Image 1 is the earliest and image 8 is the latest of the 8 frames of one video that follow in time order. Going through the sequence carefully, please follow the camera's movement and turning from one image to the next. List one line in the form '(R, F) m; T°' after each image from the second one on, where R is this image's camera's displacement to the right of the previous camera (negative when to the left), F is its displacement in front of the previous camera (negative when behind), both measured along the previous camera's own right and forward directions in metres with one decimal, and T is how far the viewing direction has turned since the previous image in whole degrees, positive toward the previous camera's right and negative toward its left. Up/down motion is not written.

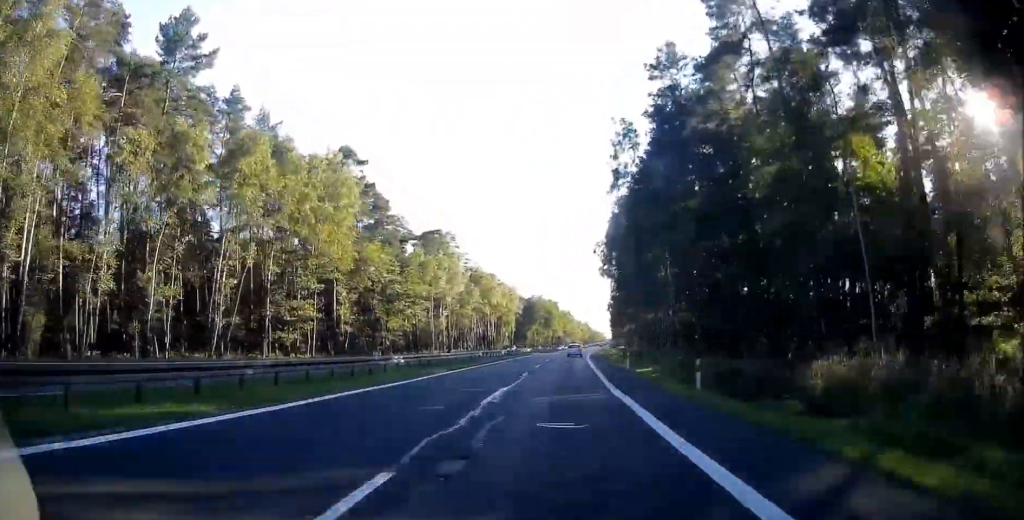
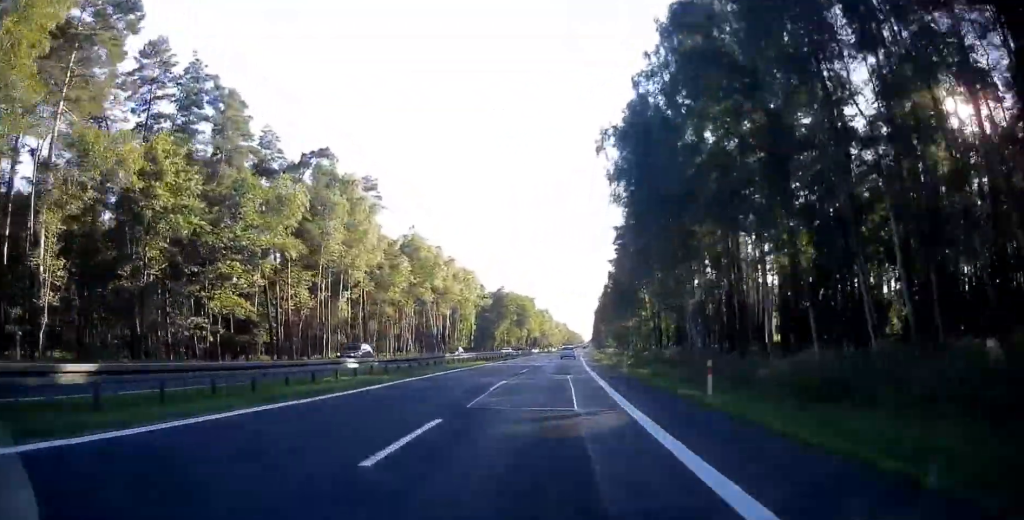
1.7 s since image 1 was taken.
(+0.8, +42.9) m; +2°
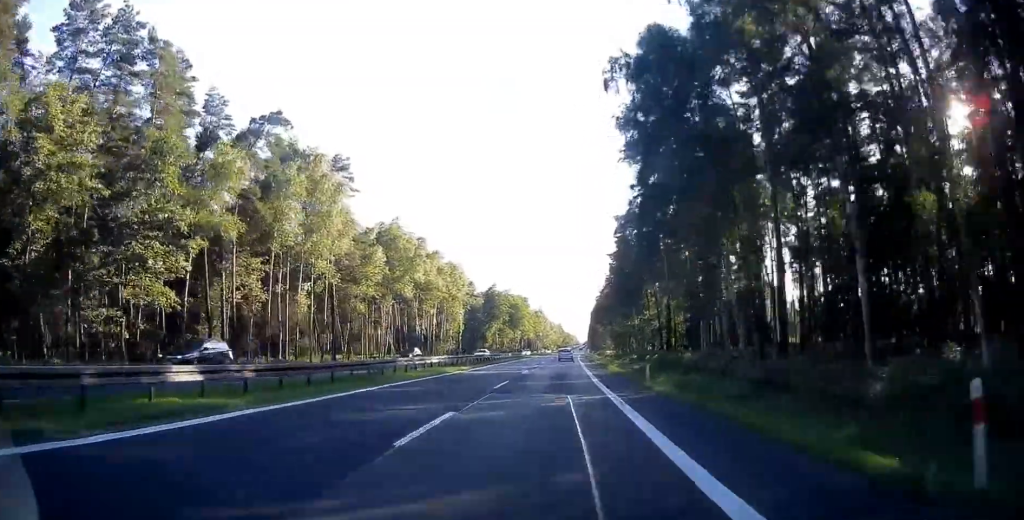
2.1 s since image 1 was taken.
(+0.1, +10.3) m; +1°
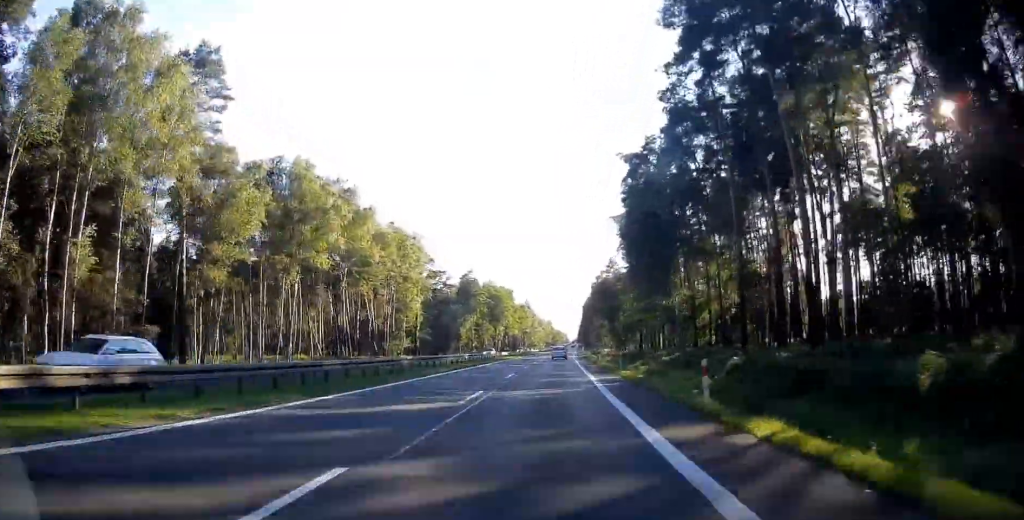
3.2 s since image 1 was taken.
(+0.3, +30.0) m; +1°
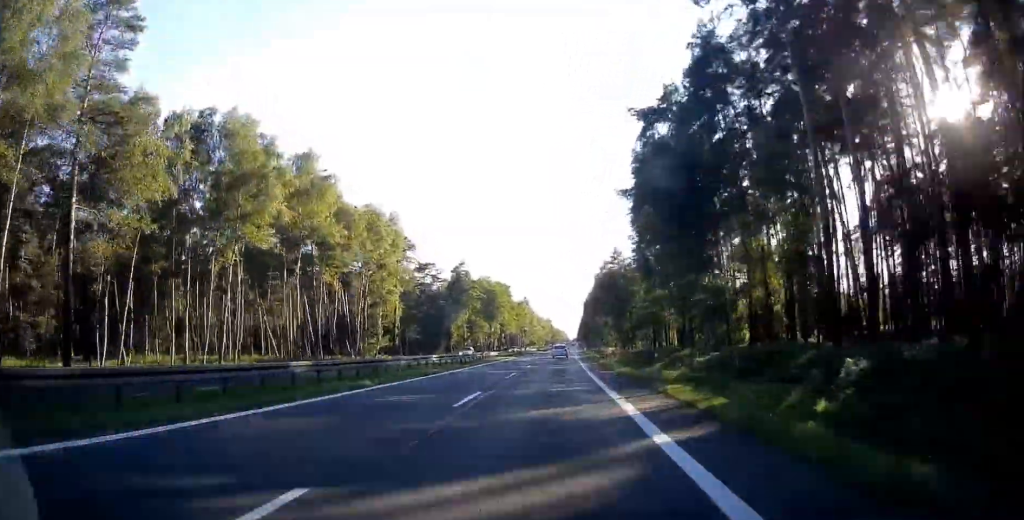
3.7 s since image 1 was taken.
(+0.1, +12.9) m; 0°
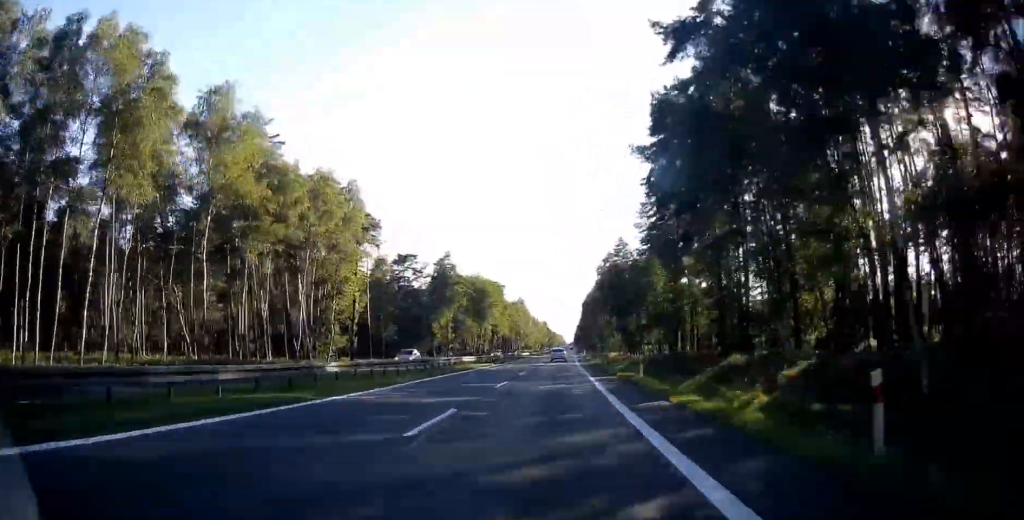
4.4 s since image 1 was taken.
(+0.2, +16.3) m; 0°
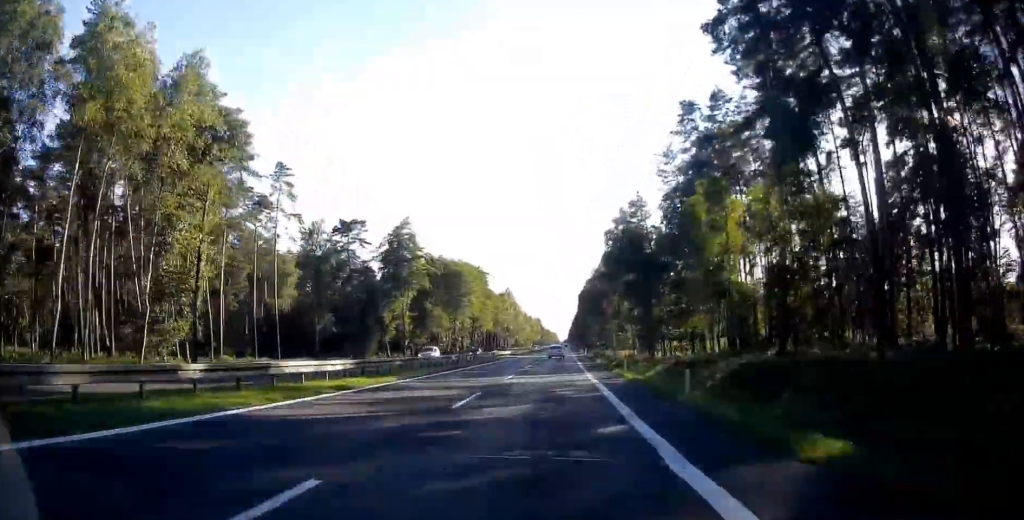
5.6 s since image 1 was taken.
(-0.3, +30.8) m; 0°
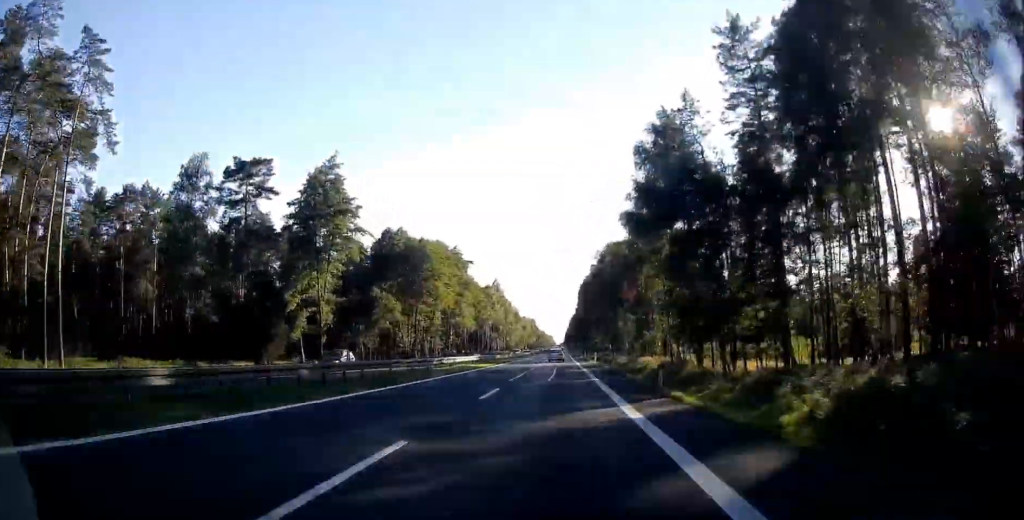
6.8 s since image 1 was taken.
(+0.5, +31.6) m; +1°
